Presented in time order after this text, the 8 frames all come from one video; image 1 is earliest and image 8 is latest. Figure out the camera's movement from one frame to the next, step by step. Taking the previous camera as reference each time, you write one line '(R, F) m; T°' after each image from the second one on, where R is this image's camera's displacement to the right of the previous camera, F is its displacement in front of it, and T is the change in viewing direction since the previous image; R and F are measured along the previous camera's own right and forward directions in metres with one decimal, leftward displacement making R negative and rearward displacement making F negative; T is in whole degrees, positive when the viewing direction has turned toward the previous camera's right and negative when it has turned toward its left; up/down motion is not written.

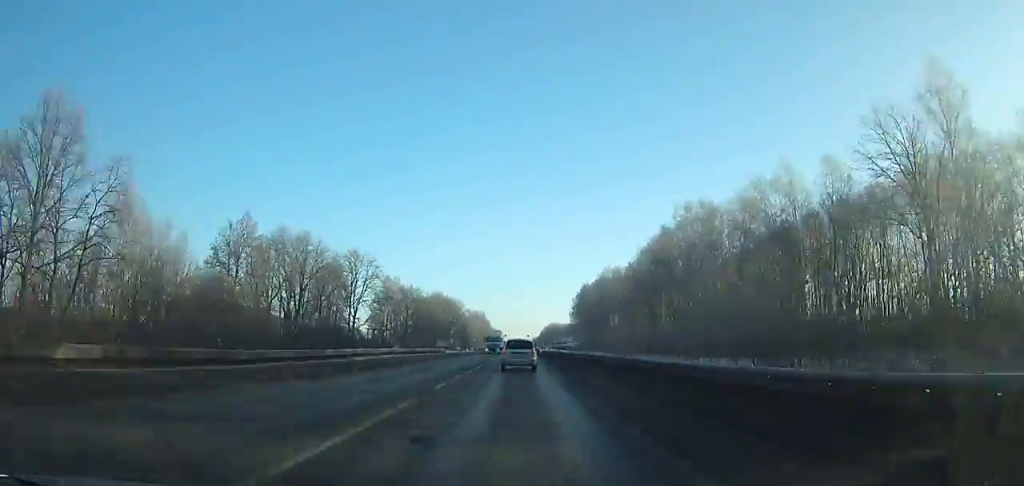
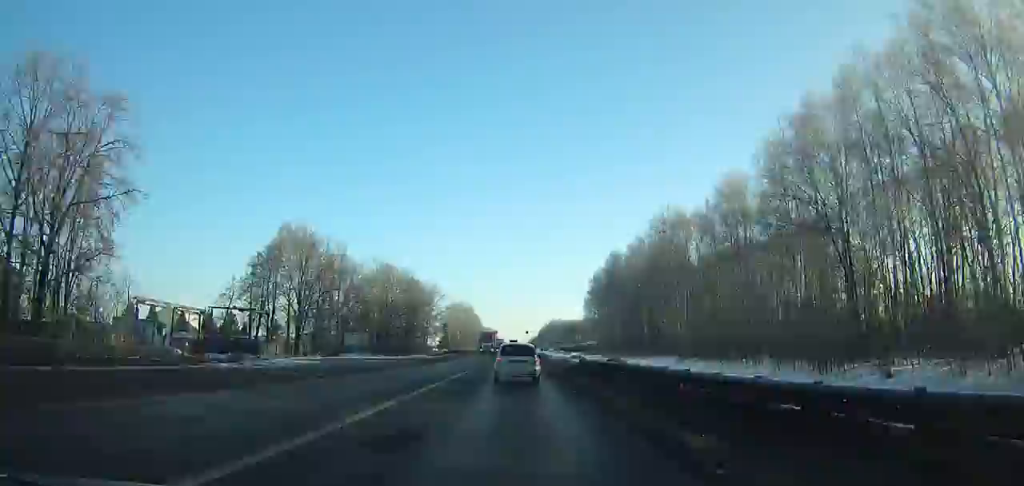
(0.0, +68.1) m; 0°
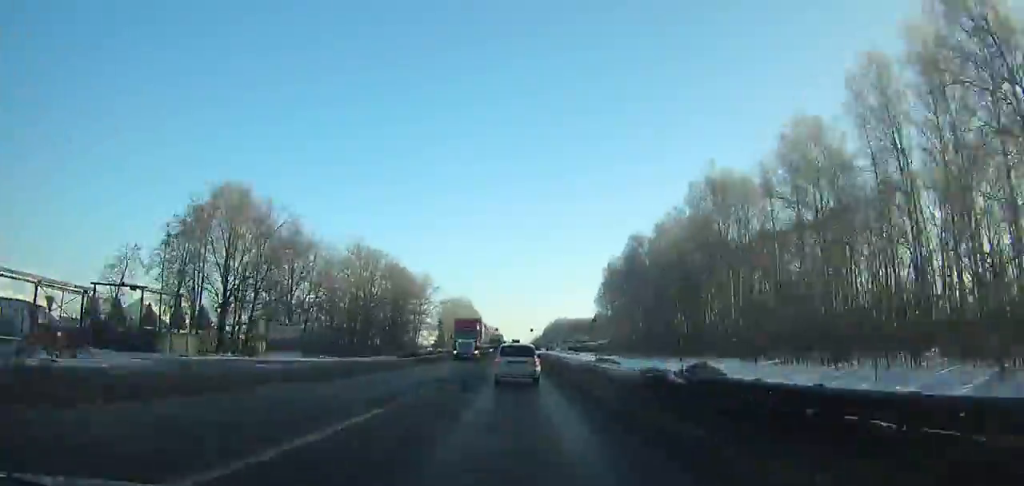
(0.0, +22.0) m; 0°
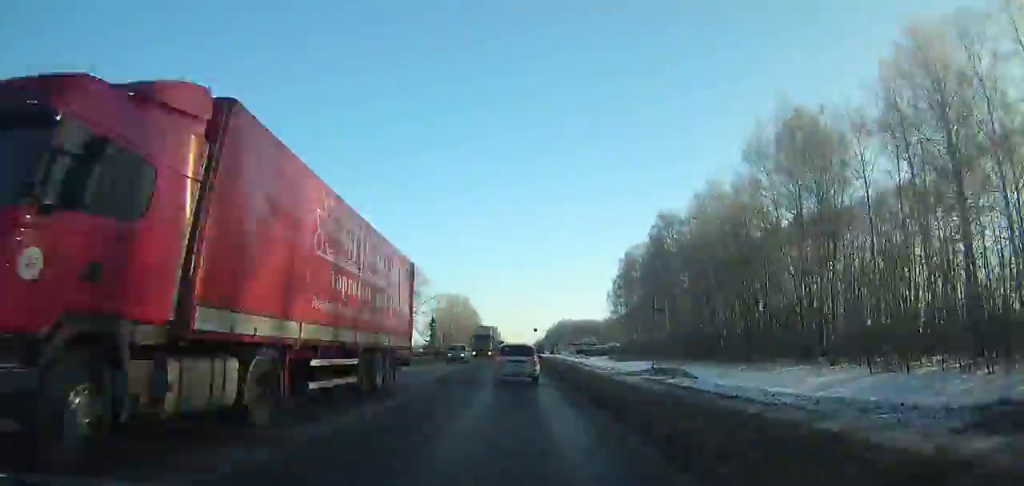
(0.0, +21.9) m; 0°
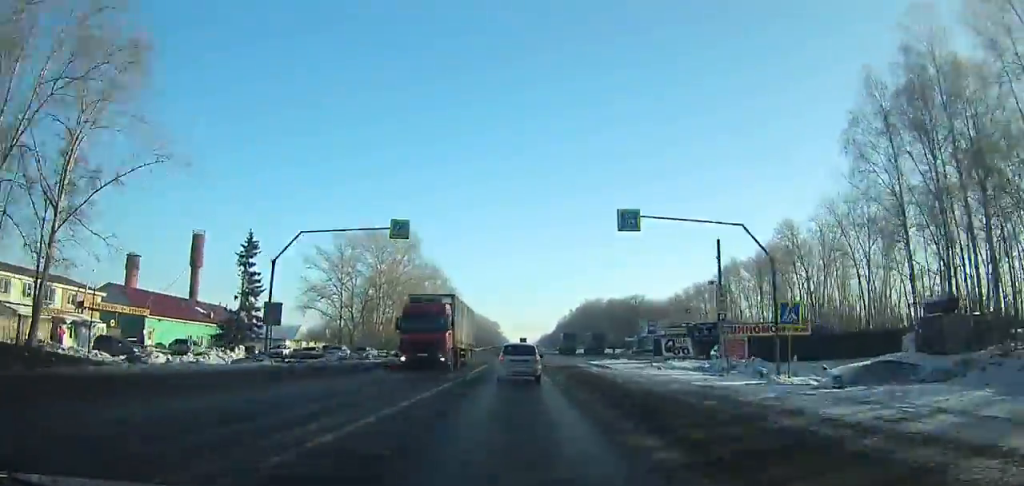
(-0.5, +122.2) m; 0°
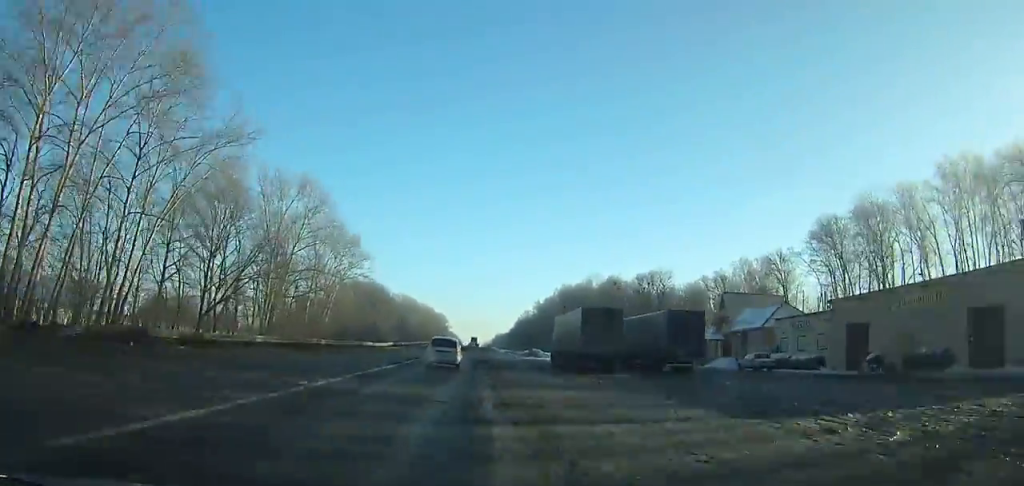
(+1.6, +64.4) m; +3°
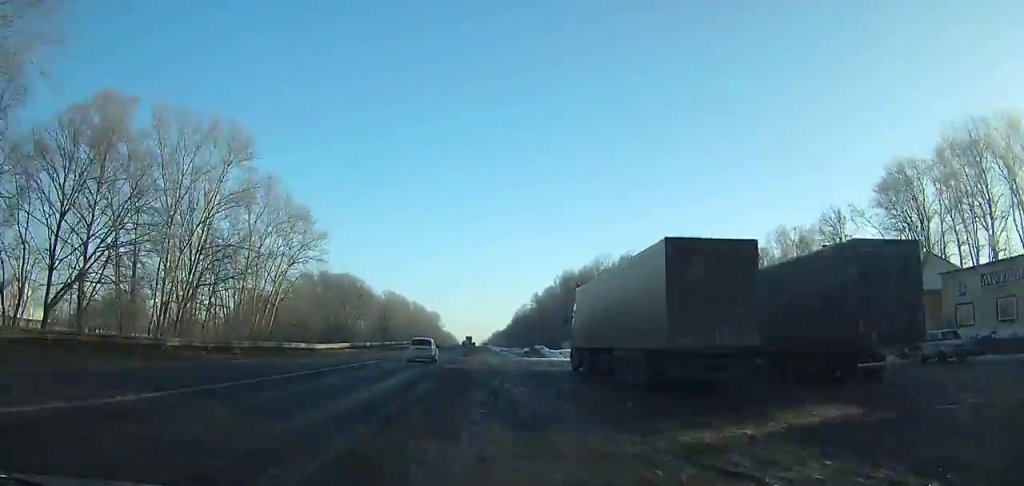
(+0.2, +17.1) m; 0°
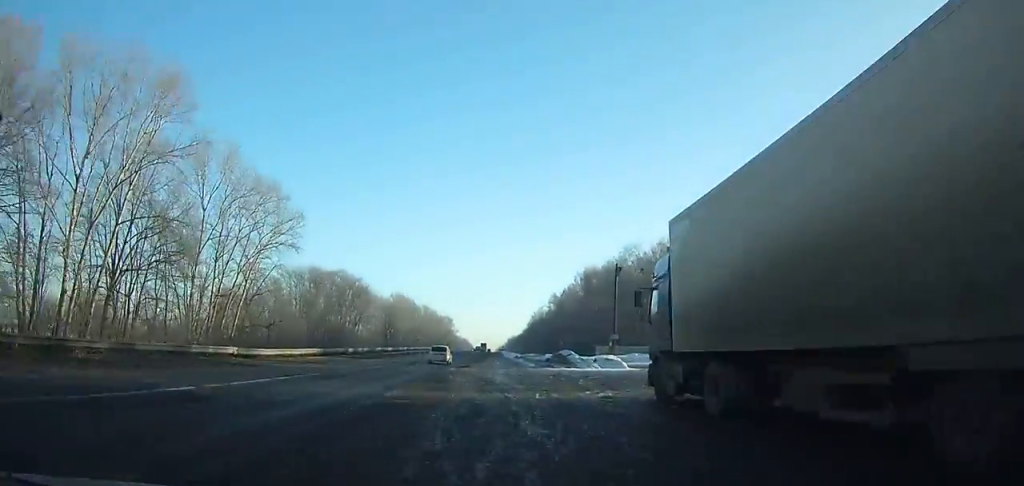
(+0.1, +13.0) m; 0°
